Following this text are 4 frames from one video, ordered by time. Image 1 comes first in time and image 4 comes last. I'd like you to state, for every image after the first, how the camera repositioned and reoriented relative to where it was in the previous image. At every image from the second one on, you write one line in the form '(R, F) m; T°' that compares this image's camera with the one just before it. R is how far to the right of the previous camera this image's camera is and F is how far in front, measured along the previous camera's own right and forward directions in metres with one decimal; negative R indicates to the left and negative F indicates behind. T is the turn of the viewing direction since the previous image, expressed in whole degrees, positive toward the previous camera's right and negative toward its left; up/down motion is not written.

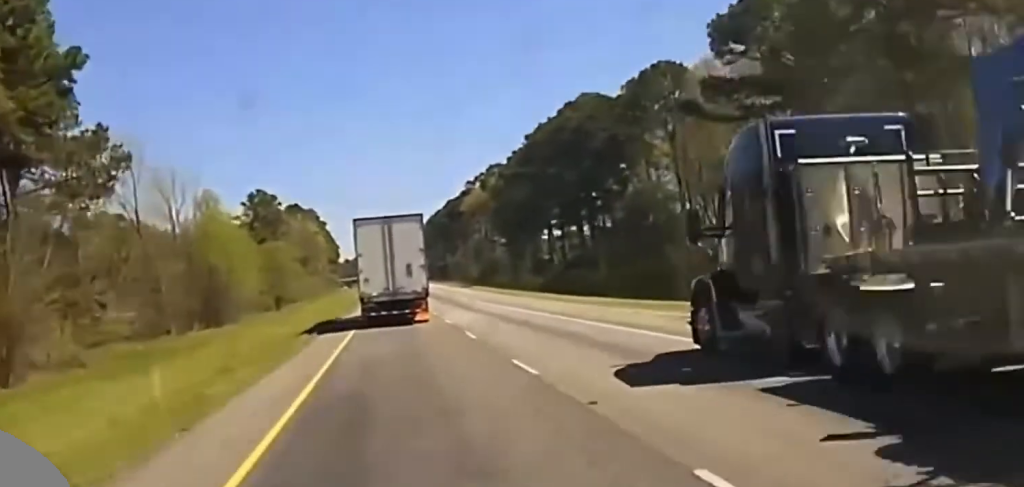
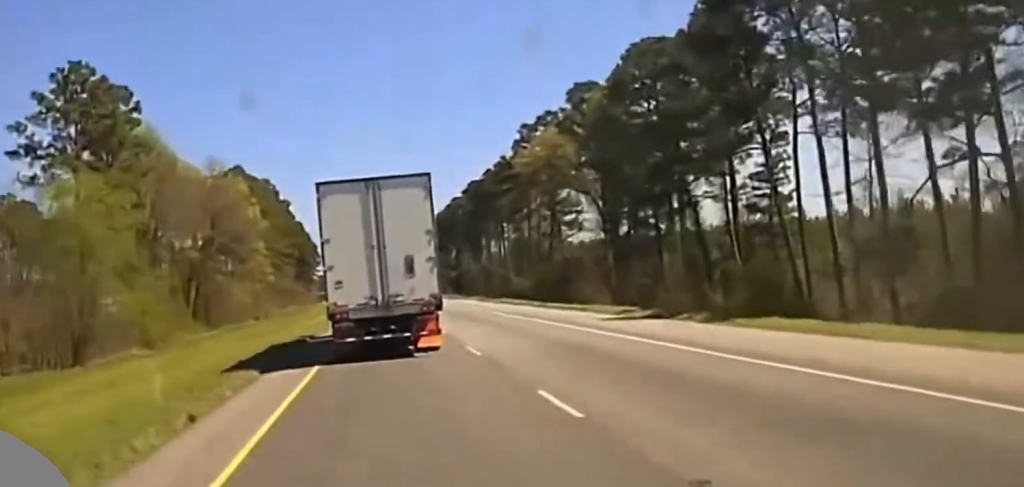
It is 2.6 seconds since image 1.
(+0.7, +103.4) m; 0°
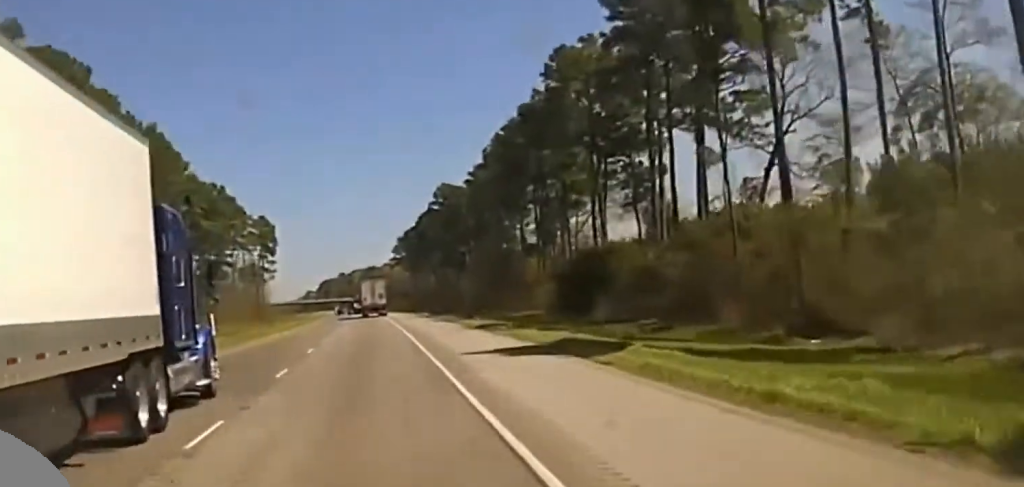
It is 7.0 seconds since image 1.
(+2.4, +175.4) m; -1°
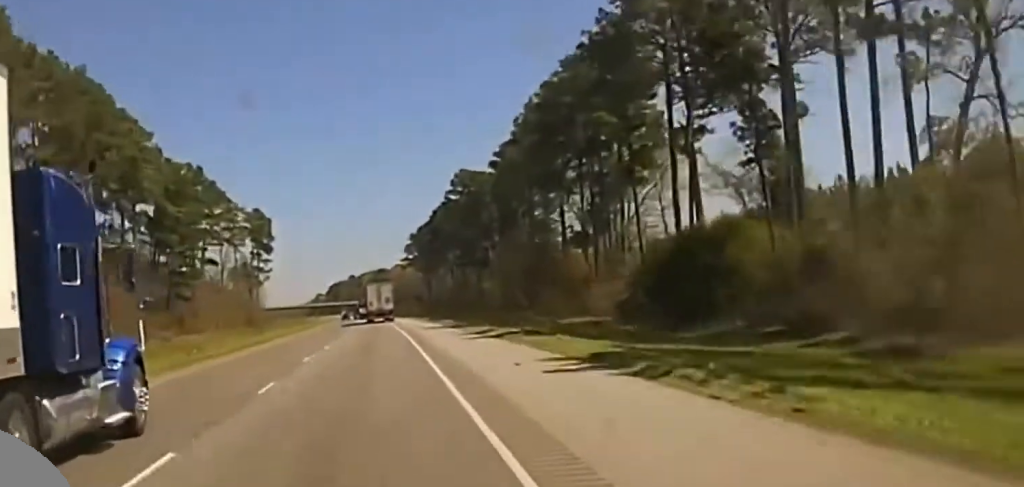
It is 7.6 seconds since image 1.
(-0.1, +28.0) m; -1°
